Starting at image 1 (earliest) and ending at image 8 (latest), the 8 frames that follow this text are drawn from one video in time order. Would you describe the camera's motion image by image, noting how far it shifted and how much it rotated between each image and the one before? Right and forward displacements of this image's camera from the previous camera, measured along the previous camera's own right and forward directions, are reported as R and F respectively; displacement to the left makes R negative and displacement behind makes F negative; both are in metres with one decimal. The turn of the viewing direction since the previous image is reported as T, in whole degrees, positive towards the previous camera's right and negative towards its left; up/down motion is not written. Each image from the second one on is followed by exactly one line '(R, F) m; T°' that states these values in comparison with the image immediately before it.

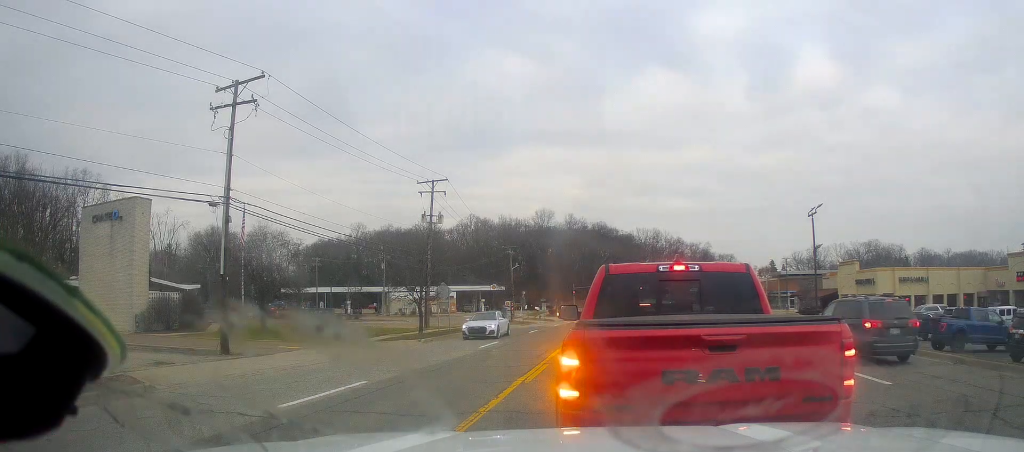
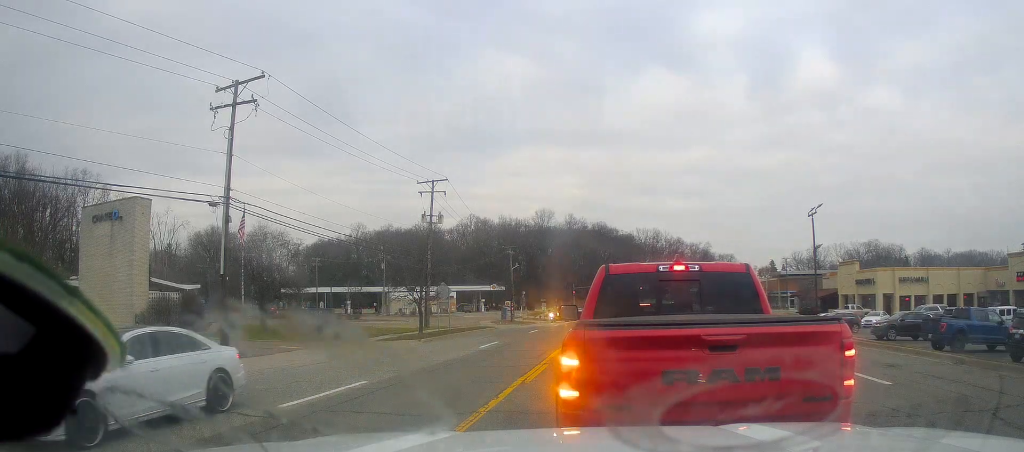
(0.0, 0.0) m; 0°
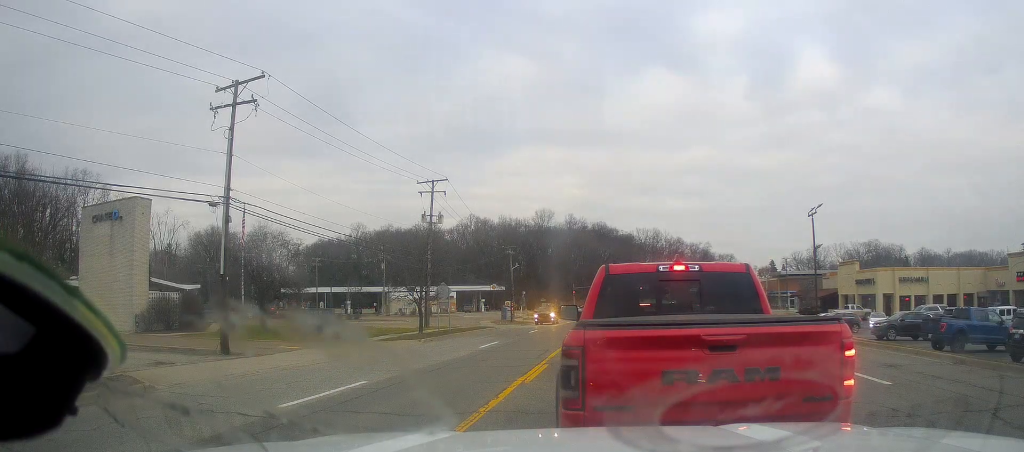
(0.0, 0.0) m; 0°
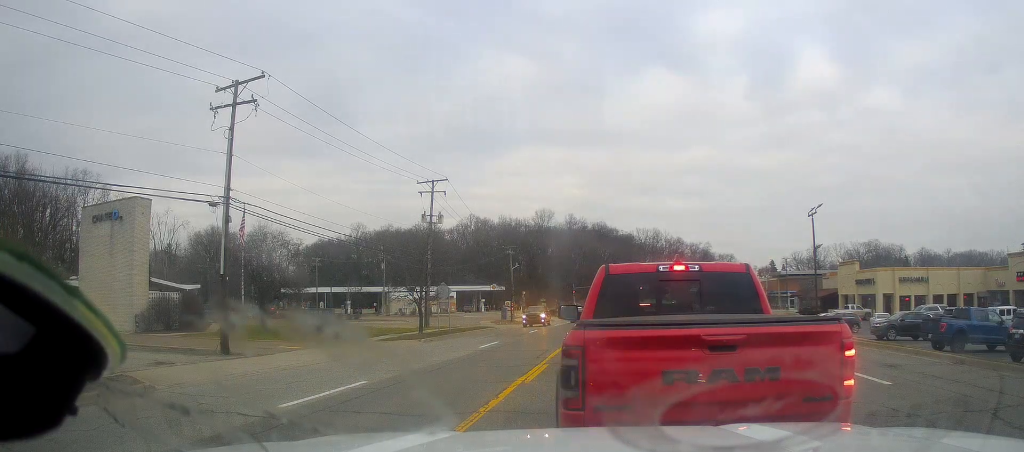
(0.0, 0.0) m; 0°
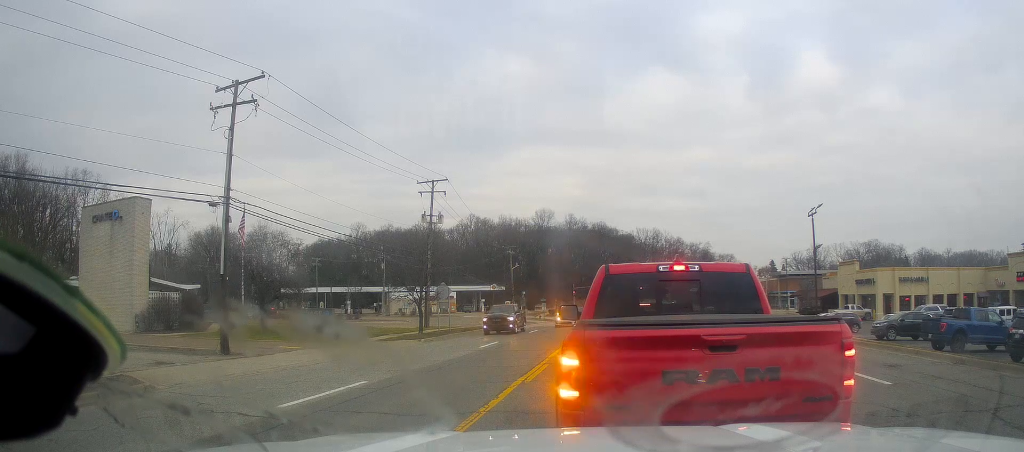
(0.0, 0.0) m; 0°
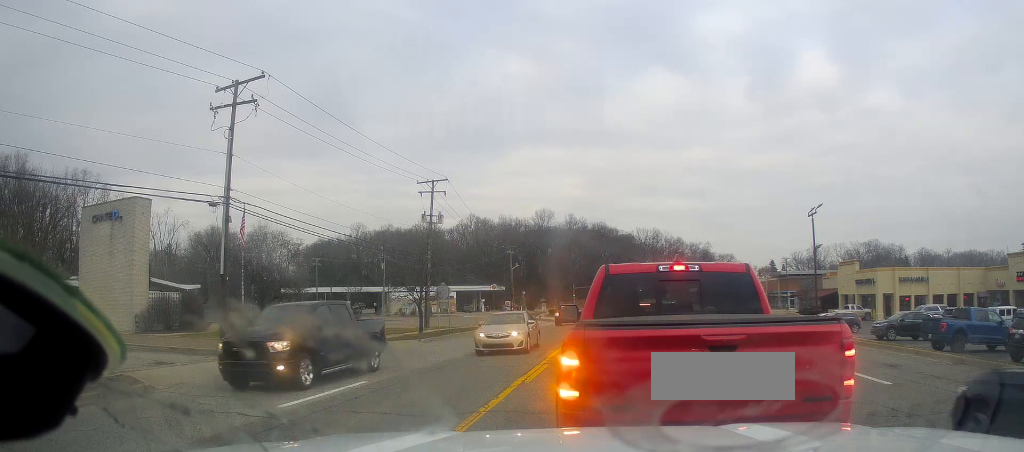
(0.0, 0.0) m; 0°
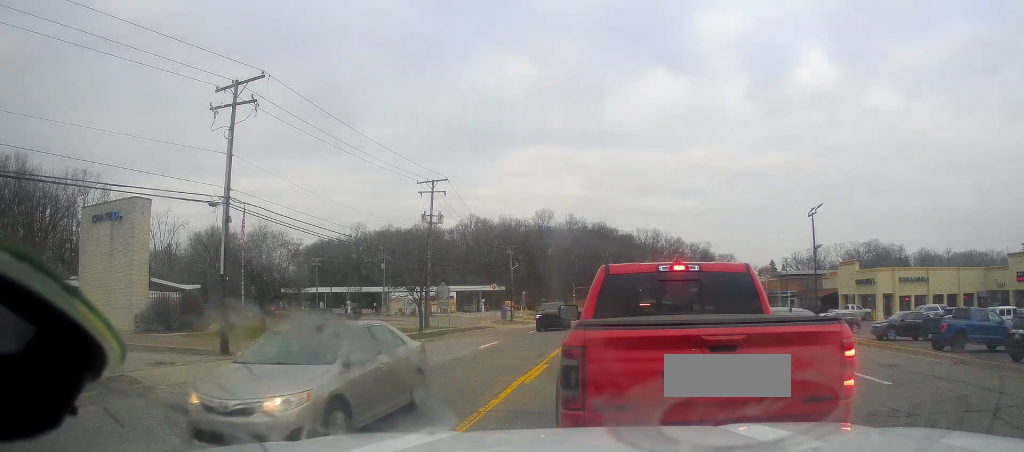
(0.0, 0.0) m; 0°
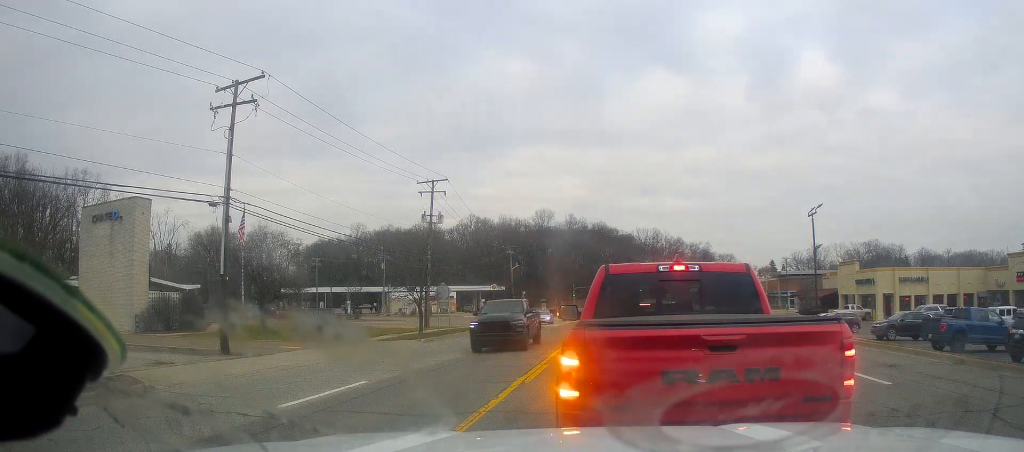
(0.0, 0.0) m; 0°
